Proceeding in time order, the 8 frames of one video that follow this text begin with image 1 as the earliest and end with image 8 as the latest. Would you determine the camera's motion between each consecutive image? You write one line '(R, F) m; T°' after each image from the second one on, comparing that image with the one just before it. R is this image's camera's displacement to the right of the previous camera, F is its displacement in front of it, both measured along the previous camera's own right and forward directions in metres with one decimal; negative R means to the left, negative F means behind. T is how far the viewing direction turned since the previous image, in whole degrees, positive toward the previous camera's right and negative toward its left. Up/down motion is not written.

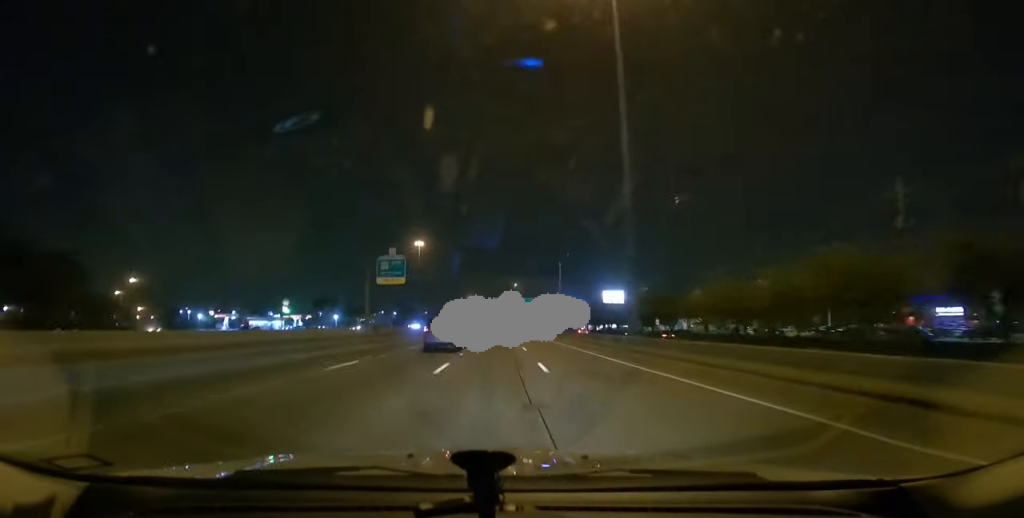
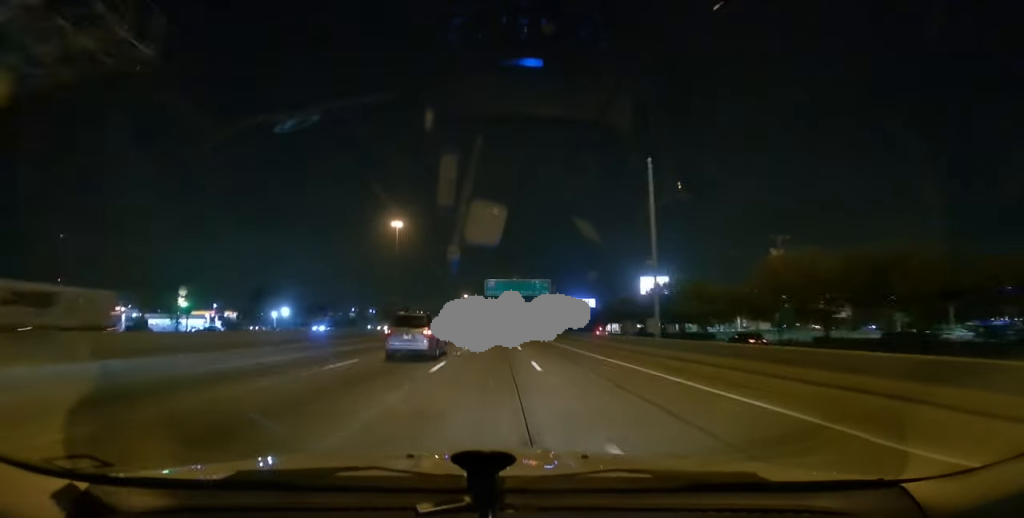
(0.0, +46.2) m; 0°
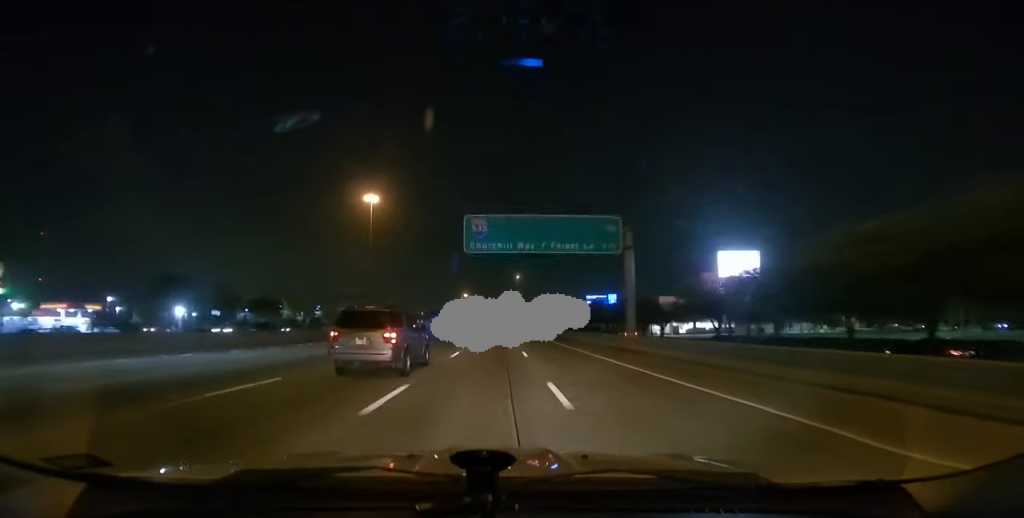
(0.0, +40.7) m; 0°
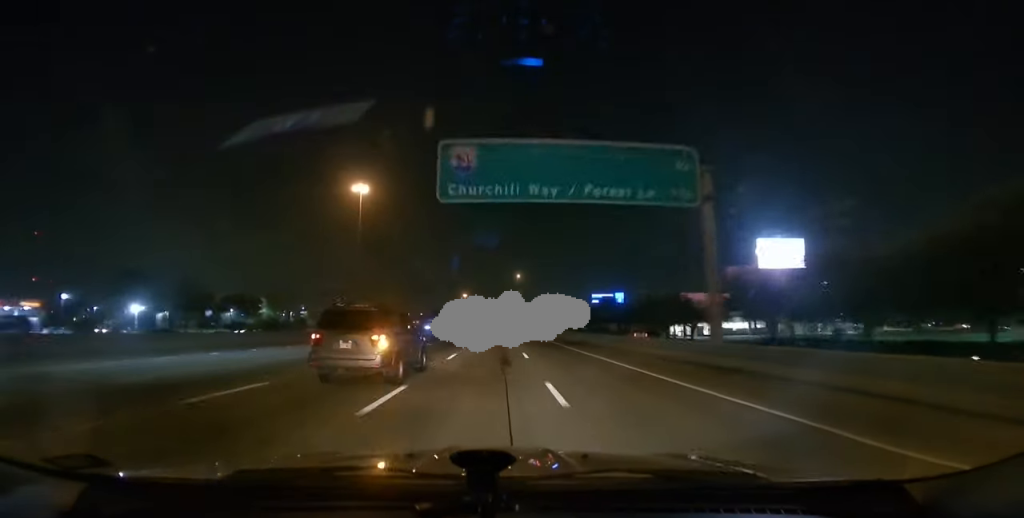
(0.0, +12.5) m; 0°
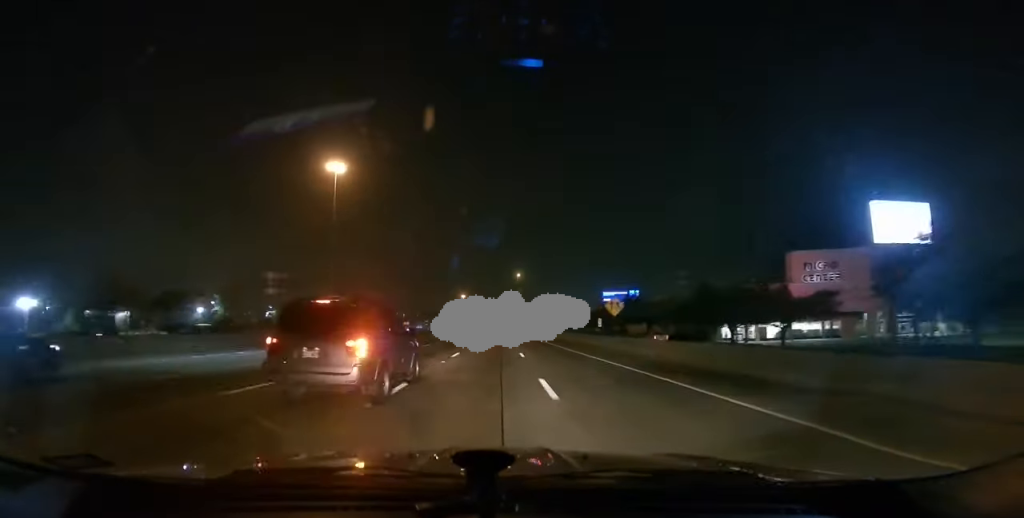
(0.0, +22.5) m; 0°
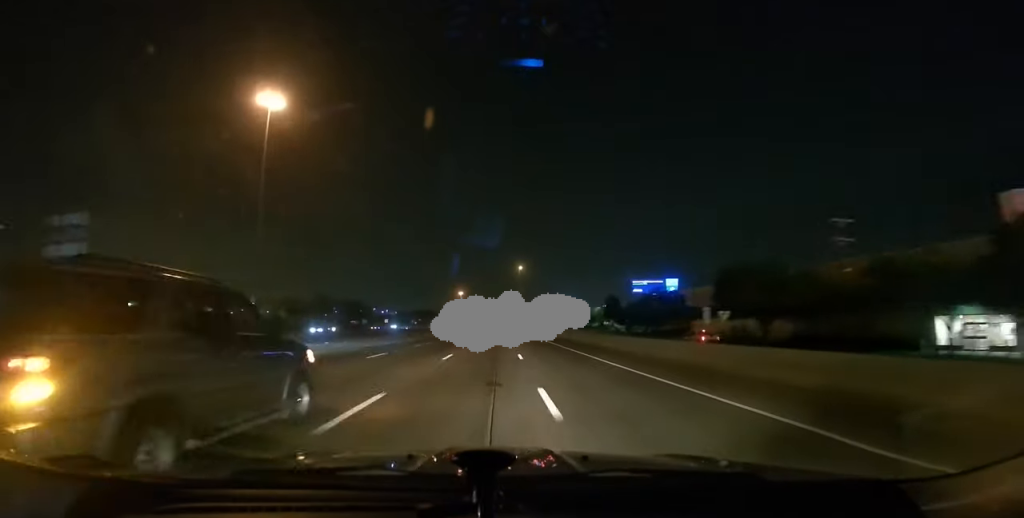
(0.0, +38.8) m; 0°
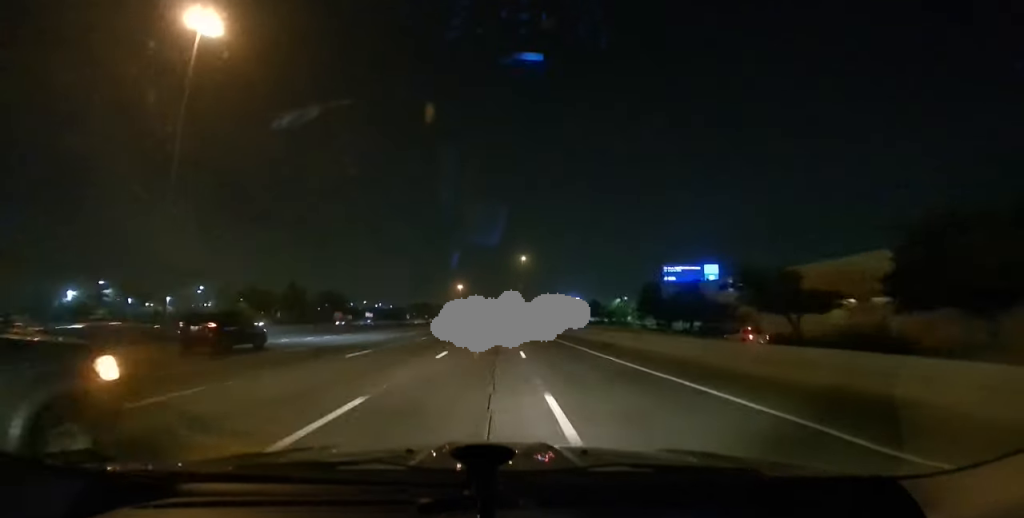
(0.0, +25.0) m; 0°
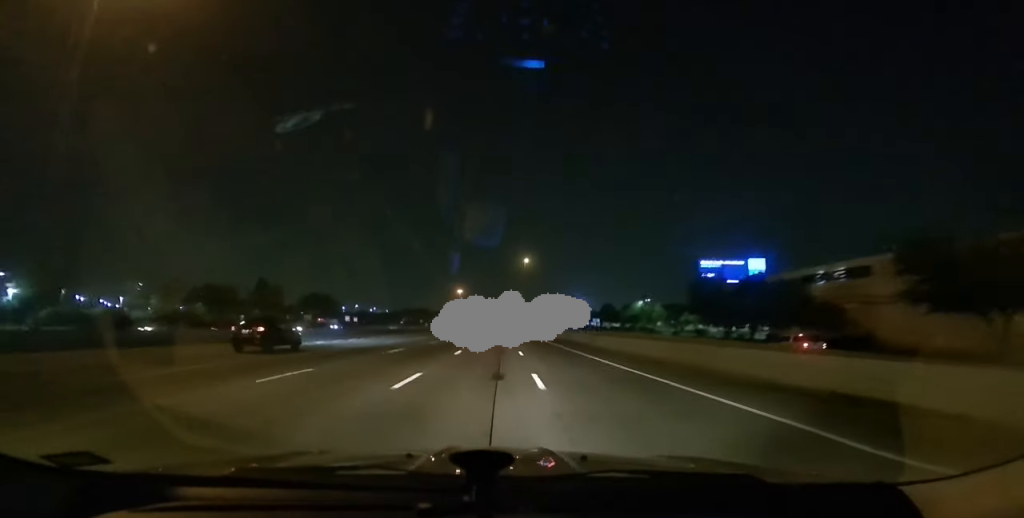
(0.0, +20.1) m; 0°
